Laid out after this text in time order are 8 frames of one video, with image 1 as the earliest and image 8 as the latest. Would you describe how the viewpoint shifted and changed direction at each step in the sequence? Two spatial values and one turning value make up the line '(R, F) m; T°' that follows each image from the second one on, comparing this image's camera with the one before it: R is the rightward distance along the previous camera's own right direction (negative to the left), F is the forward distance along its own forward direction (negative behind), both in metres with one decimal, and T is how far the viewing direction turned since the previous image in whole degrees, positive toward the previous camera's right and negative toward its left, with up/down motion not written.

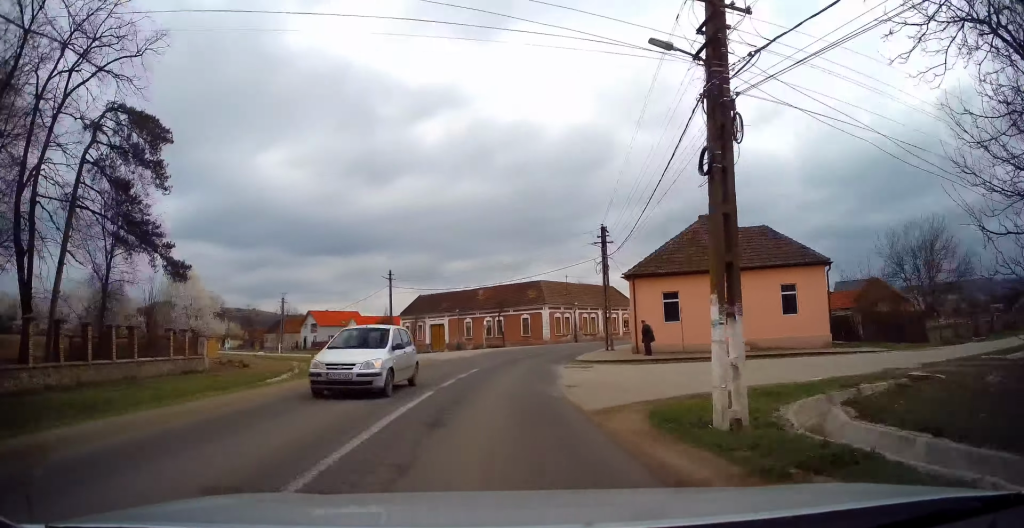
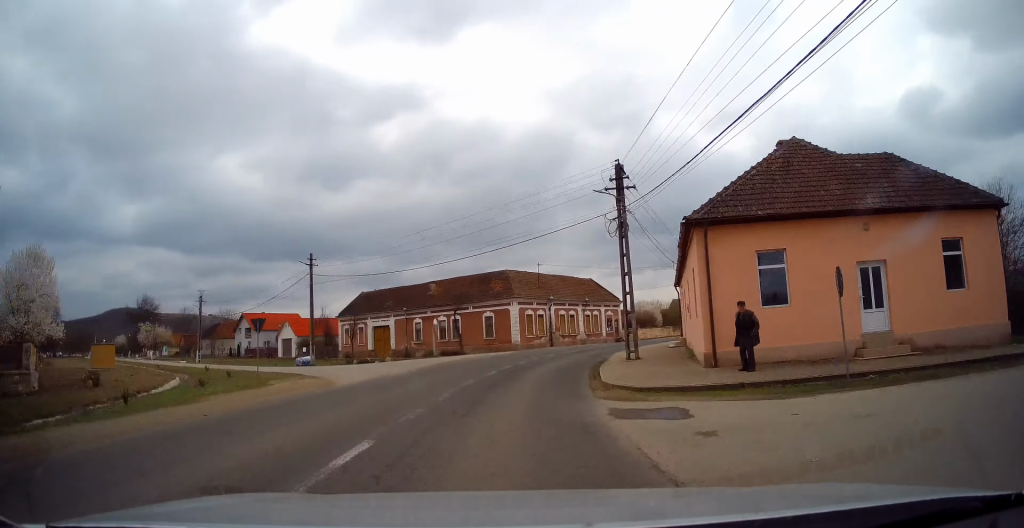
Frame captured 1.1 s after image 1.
(+0.5, +13.6) m; +5°
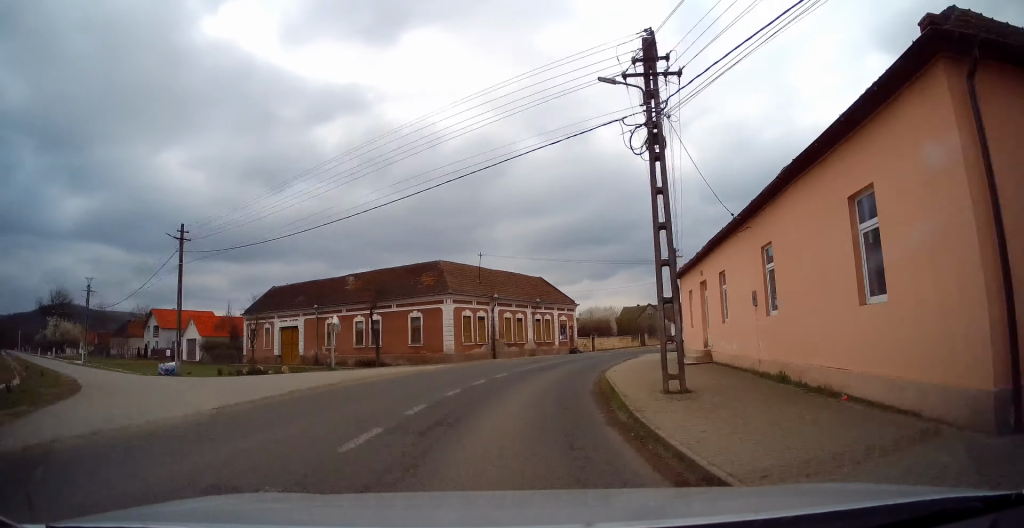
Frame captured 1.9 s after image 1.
(+0.5, +11.1) m; +7°
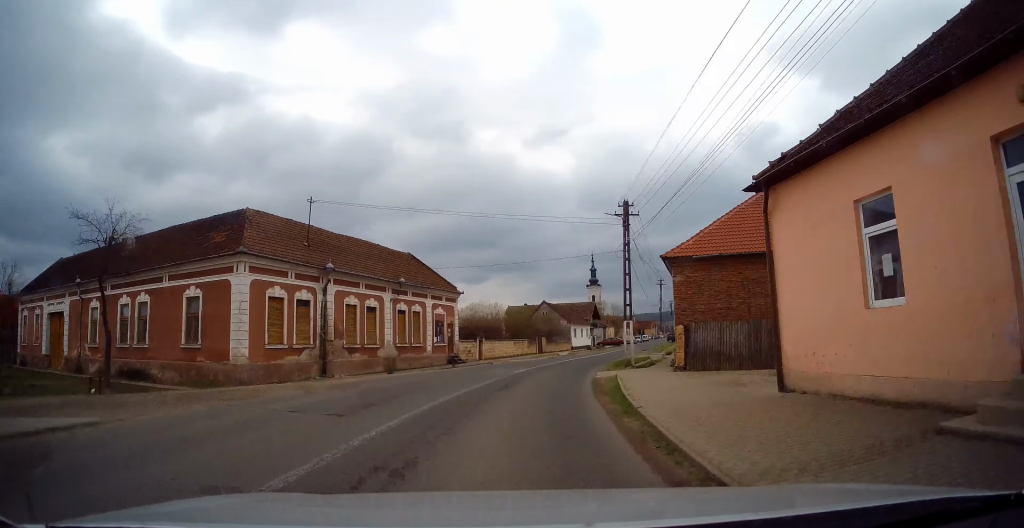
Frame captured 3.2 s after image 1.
(+2.0, +16.8) m; +13°
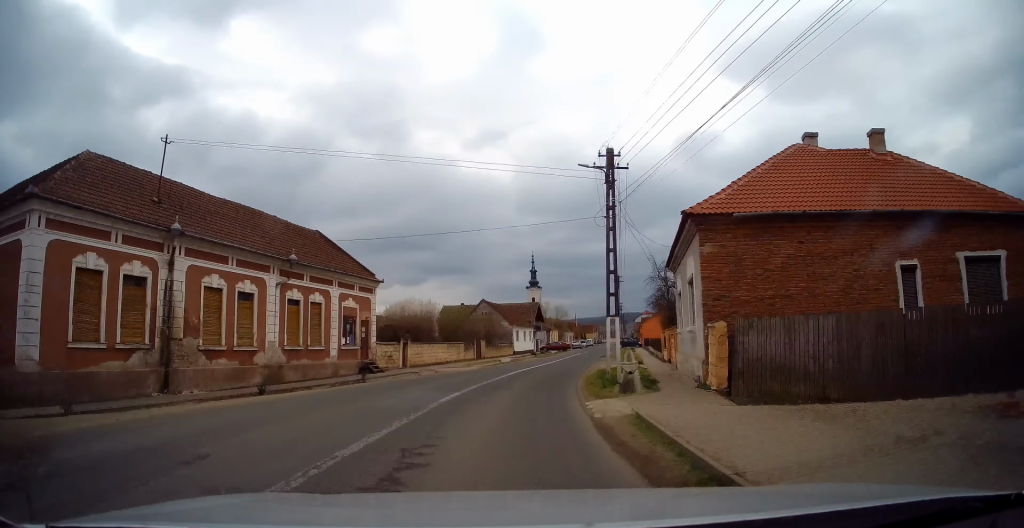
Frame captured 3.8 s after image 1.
(+0.5, +8.5) m; +5°
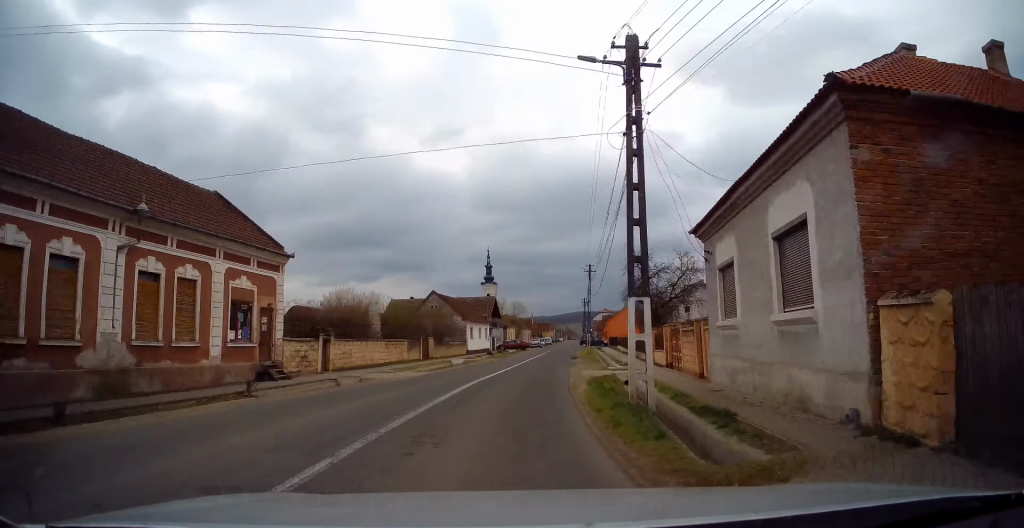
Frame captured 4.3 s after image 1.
(0.0, +7.8) m; +4°
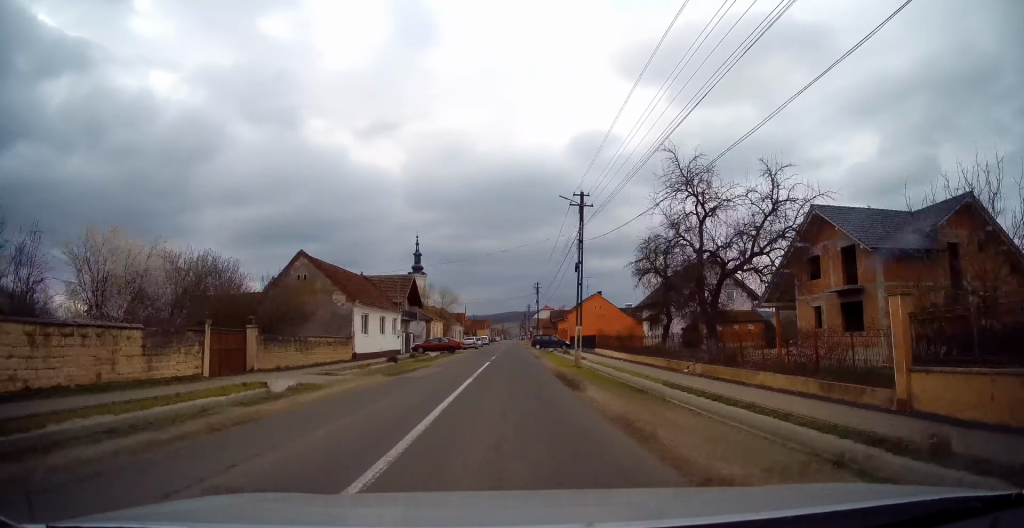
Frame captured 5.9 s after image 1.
(+2.0, +24.3) m; +6°
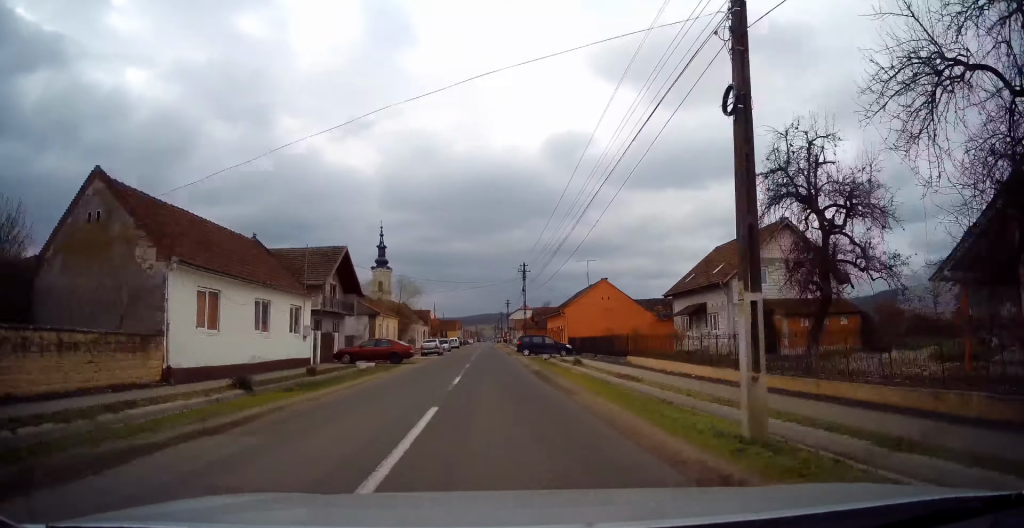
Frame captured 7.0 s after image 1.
(+0.3, +18.1) m; +2°
